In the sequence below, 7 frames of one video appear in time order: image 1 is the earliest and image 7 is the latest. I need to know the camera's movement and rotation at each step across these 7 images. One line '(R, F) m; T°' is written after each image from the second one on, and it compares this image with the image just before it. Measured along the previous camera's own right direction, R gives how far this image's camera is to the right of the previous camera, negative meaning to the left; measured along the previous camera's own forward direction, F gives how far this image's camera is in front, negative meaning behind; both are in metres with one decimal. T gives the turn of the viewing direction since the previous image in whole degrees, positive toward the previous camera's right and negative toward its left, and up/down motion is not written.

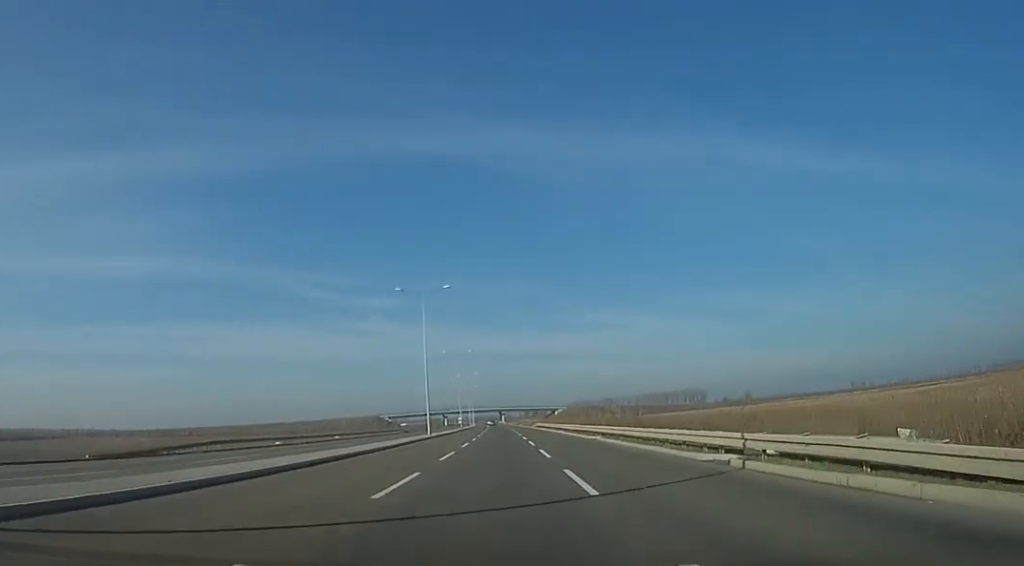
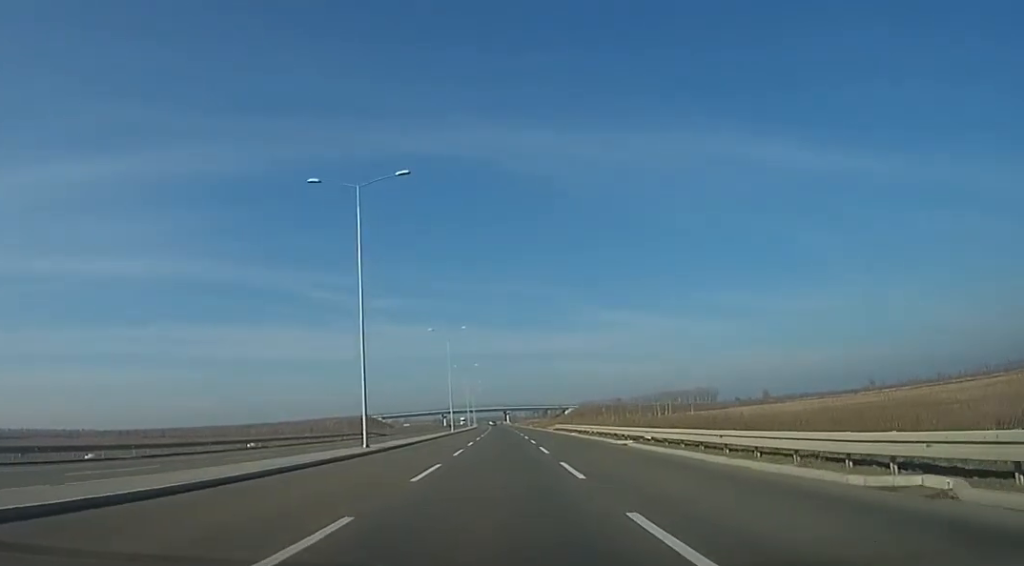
(0.0, +27.1) m; 0°
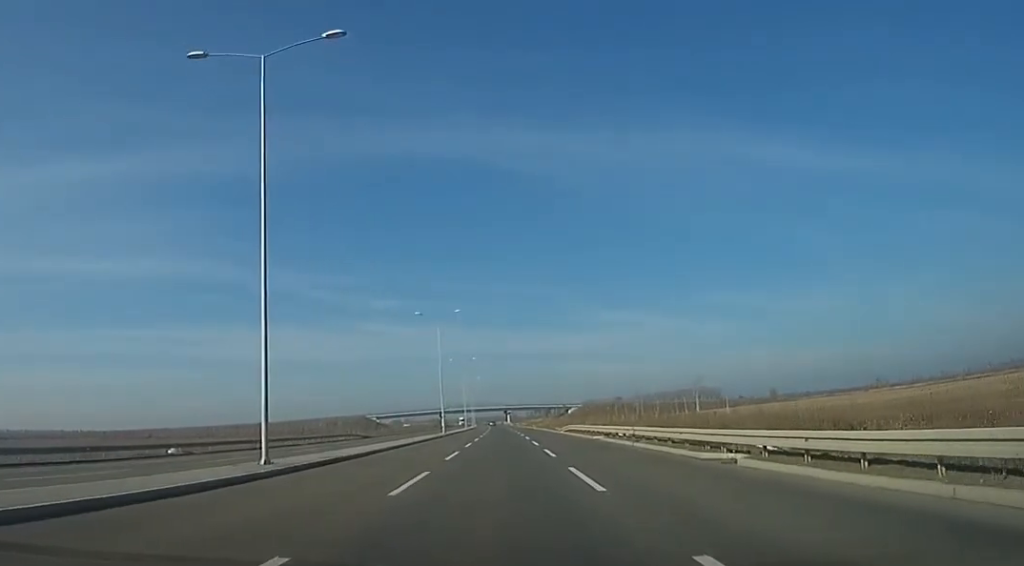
(0.0, +12.4) m; 0°
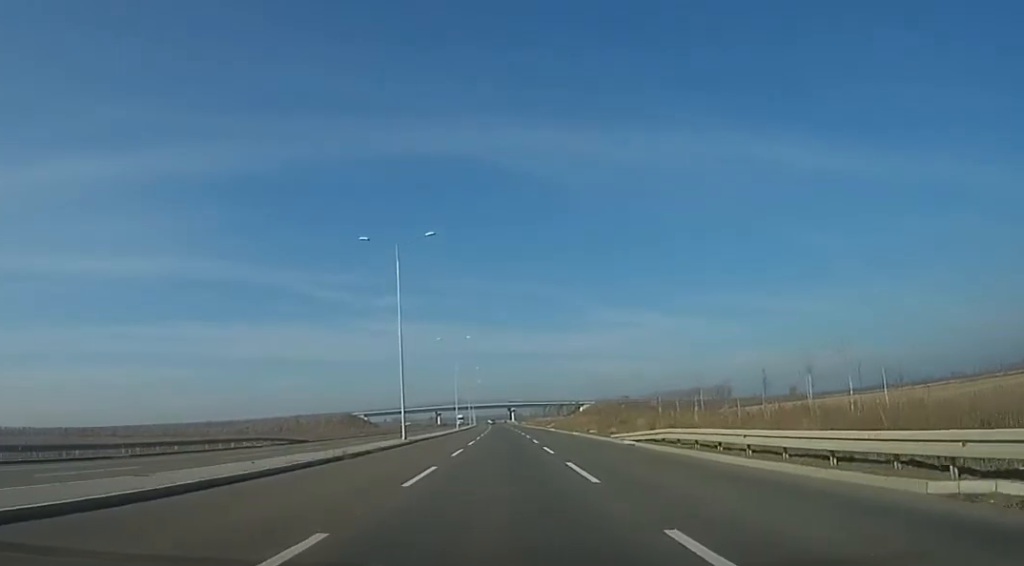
(0.0, +28.8) m; 0°
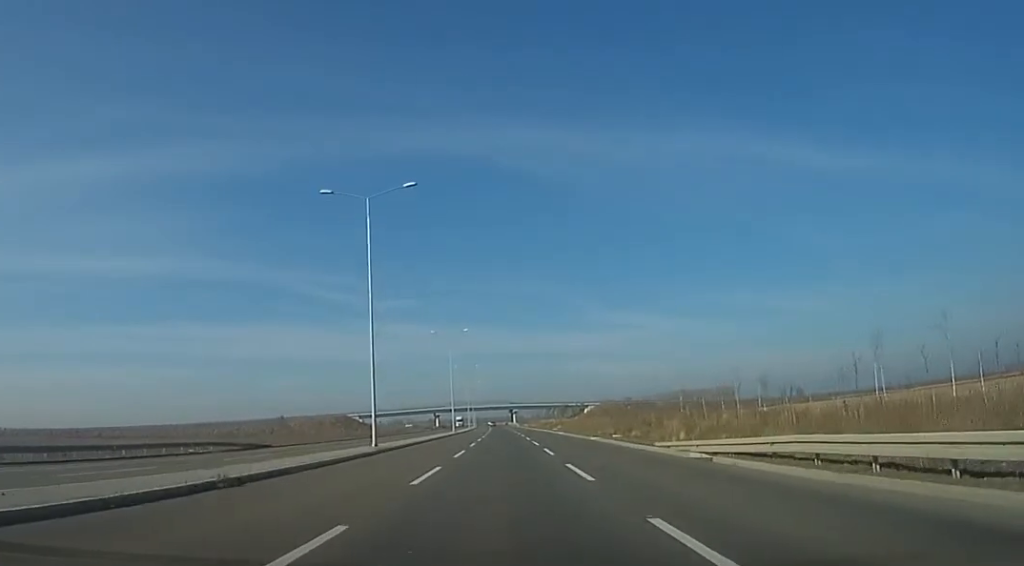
(0.0, +9.4) m; 0°
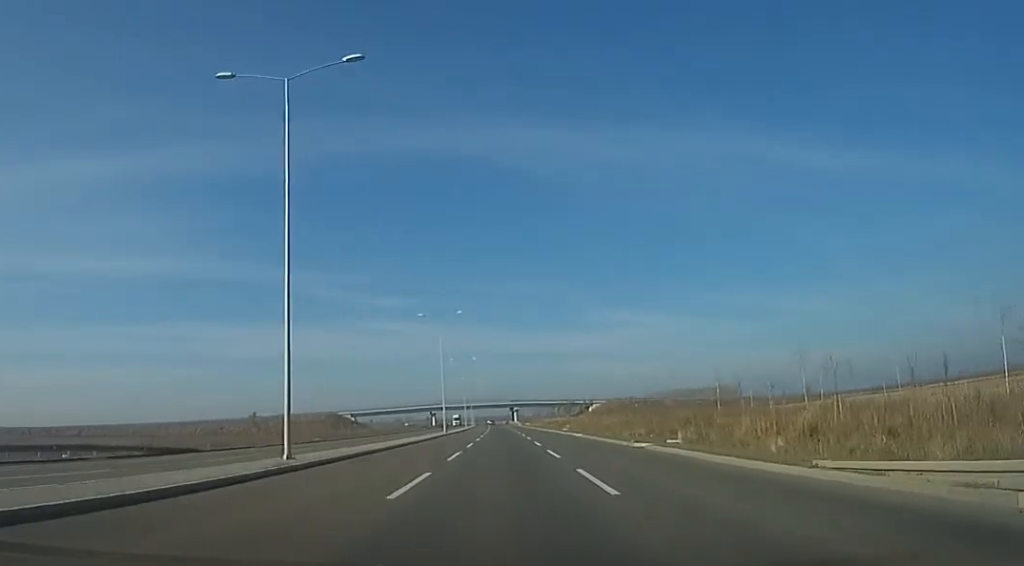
(0.0, +12.5) m; 0°
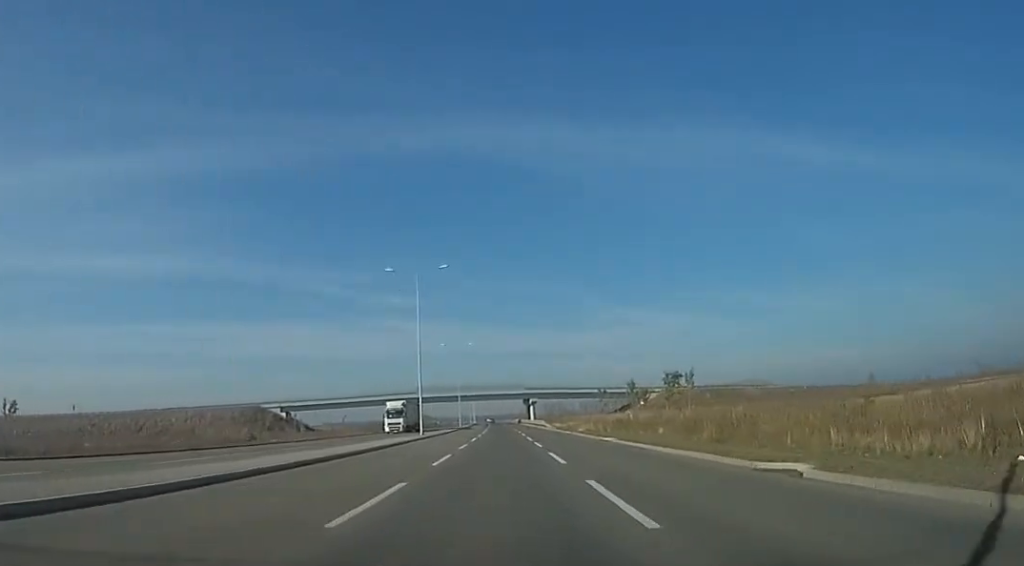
(+1.0, +72.9) m; -1°
